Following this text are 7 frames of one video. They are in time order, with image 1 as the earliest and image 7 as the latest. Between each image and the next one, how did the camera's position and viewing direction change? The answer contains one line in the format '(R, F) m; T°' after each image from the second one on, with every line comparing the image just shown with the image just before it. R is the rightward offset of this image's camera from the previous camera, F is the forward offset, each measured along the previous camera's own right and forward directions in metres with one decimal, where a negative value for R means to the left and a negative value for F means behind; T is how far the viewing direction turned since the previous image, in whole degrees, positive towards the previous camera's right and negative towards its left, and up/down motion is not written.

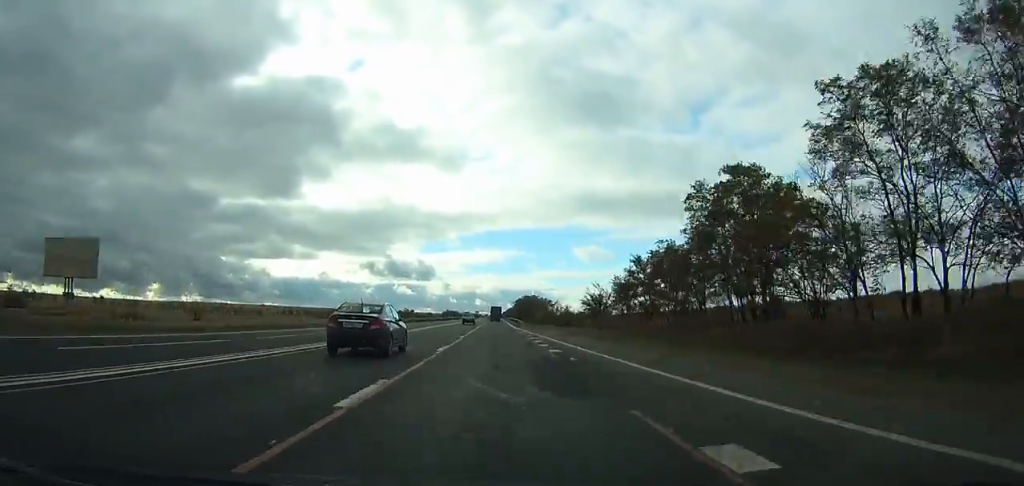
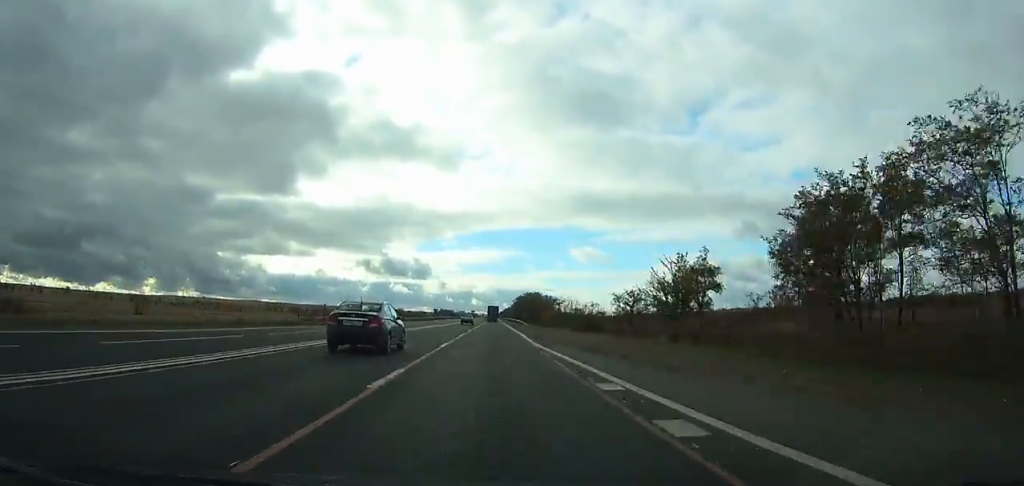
(-0.1, +35.8) m; 0°
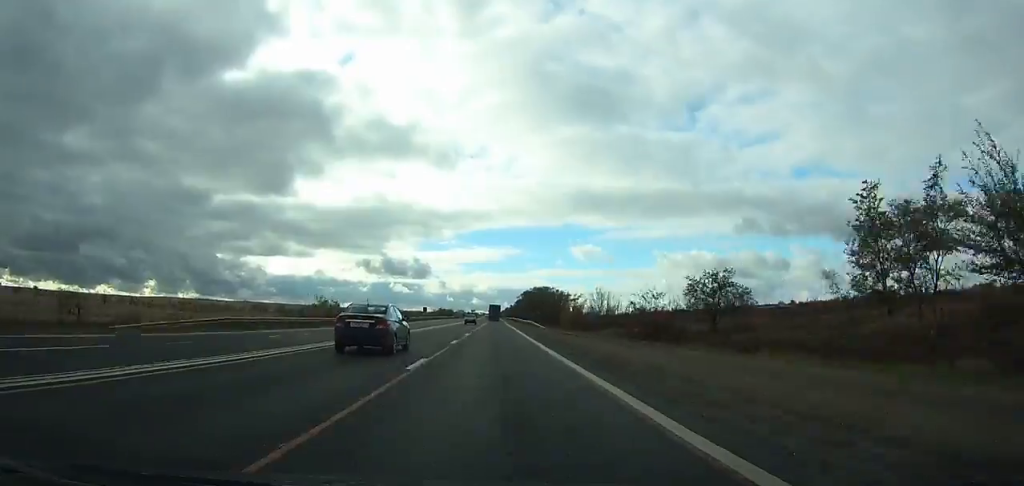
(0.0, +33.2) m; 0°
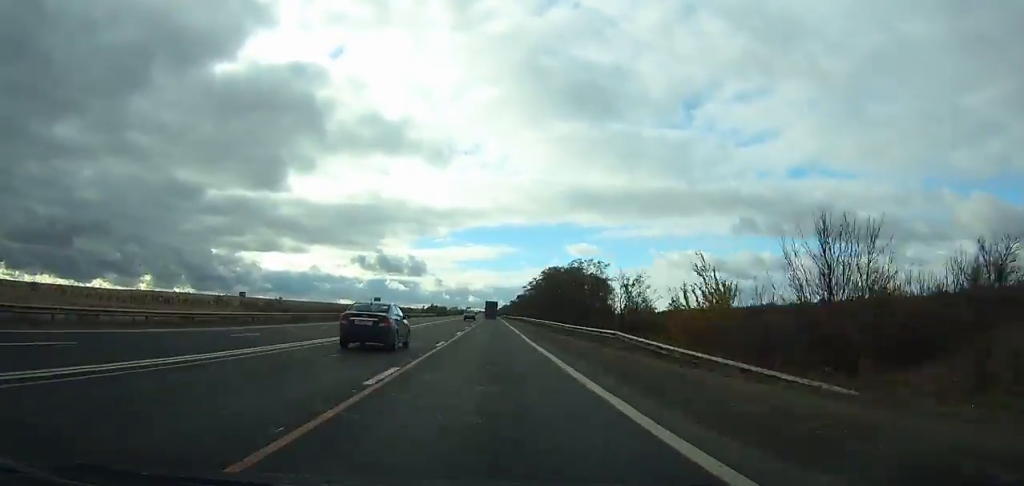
(+0.1, +63.7) m; 0°
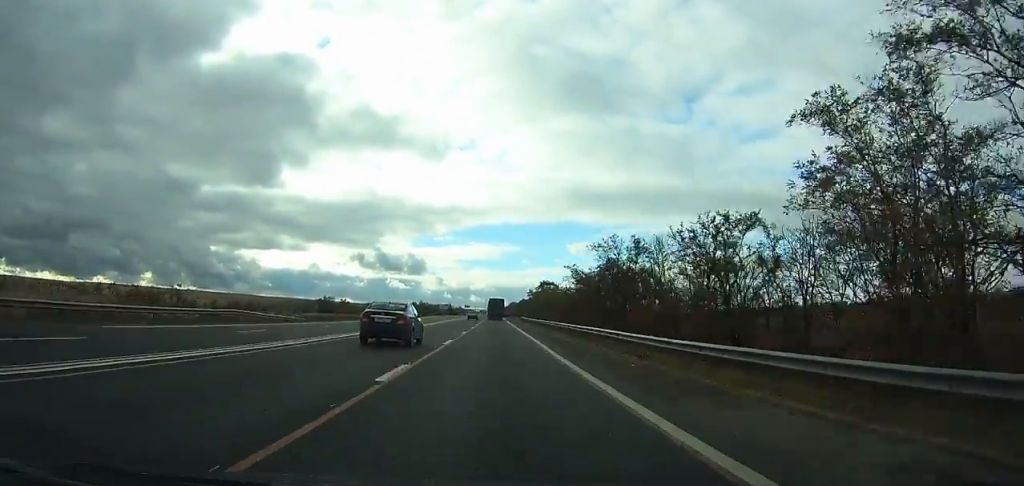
(+0.4, +133.2) m; 0°
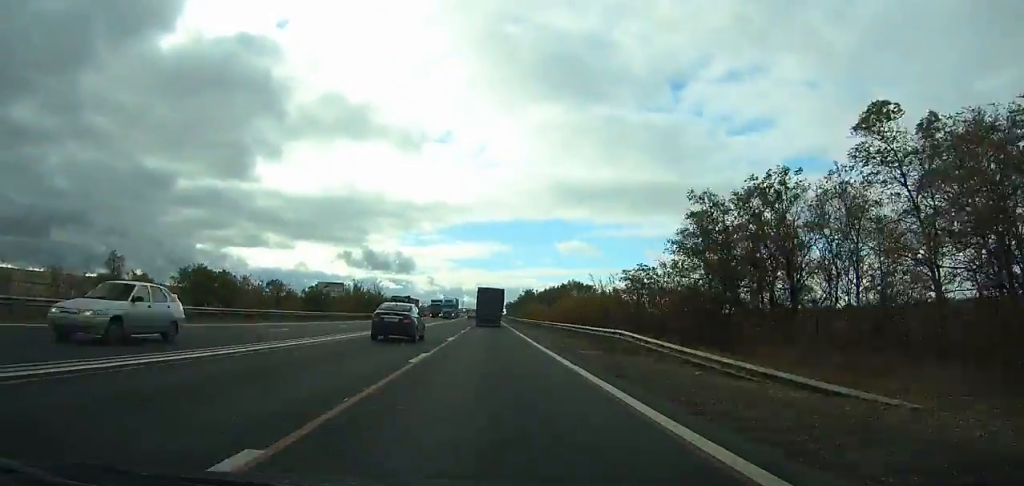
(-1.4, +274.4) m; 0°
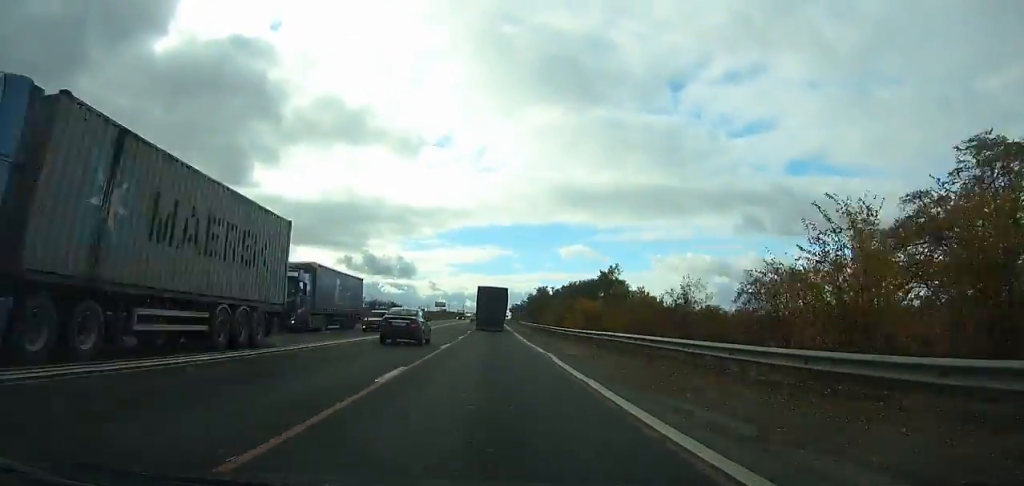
(+0.1, +52.8) m; 0°
